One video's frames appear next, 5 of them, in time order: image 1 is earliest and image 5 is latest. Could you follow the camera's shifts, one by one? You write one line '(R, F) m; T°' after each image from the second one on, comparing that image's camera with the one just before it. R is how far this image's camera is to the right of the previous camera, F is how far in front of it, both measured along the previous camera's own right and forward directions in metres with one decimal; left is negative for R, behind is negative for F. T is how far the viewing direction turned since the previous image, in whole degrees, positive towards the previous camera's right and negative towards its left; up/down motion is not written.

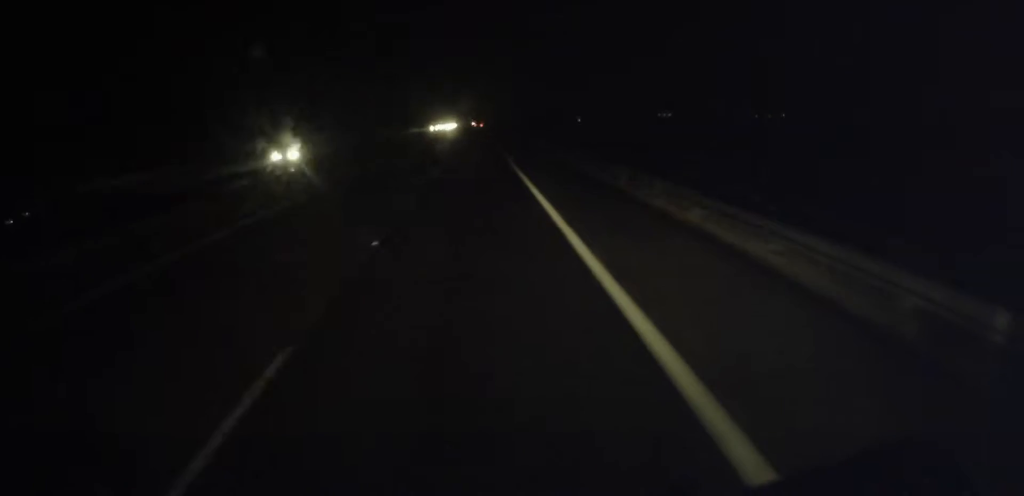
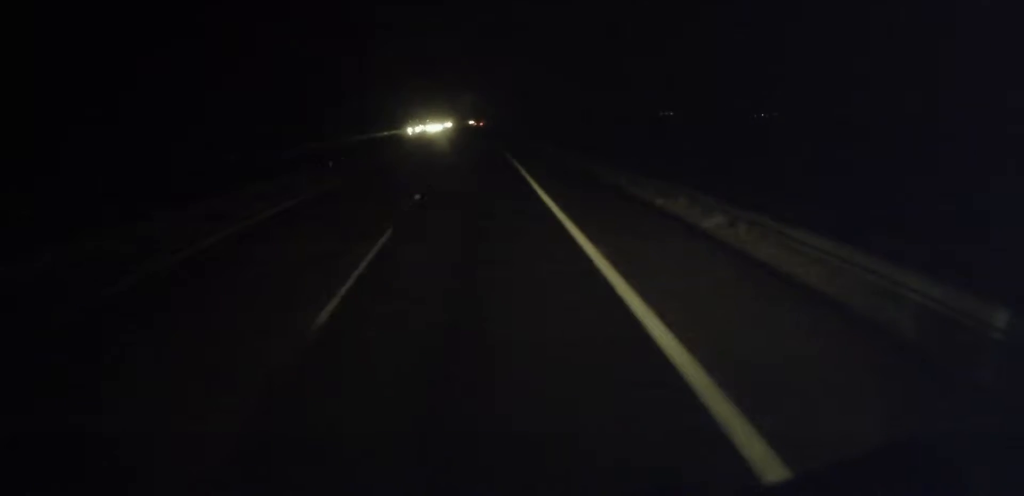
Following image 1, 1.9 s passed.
(-0.5, +47.3) m; 0°
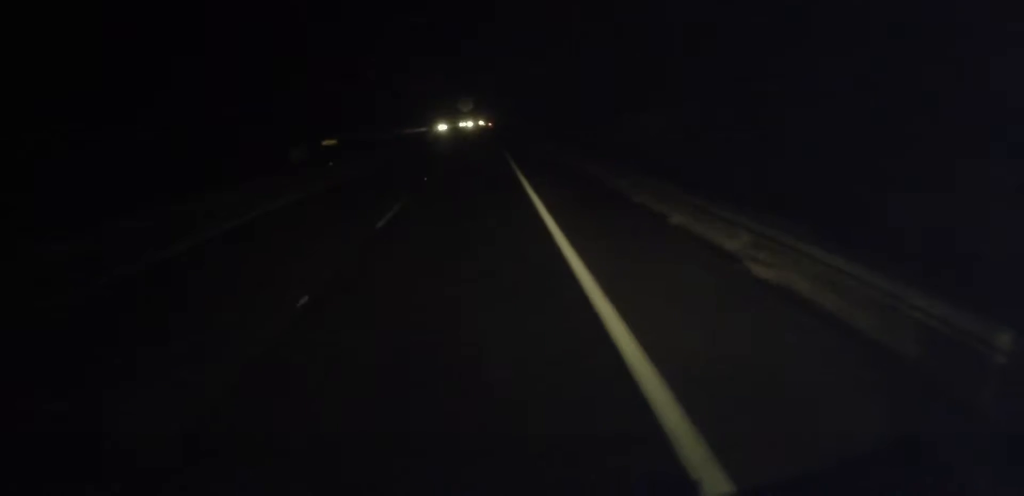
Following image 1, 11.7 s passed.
(-0.8, +253.6) m; 0°
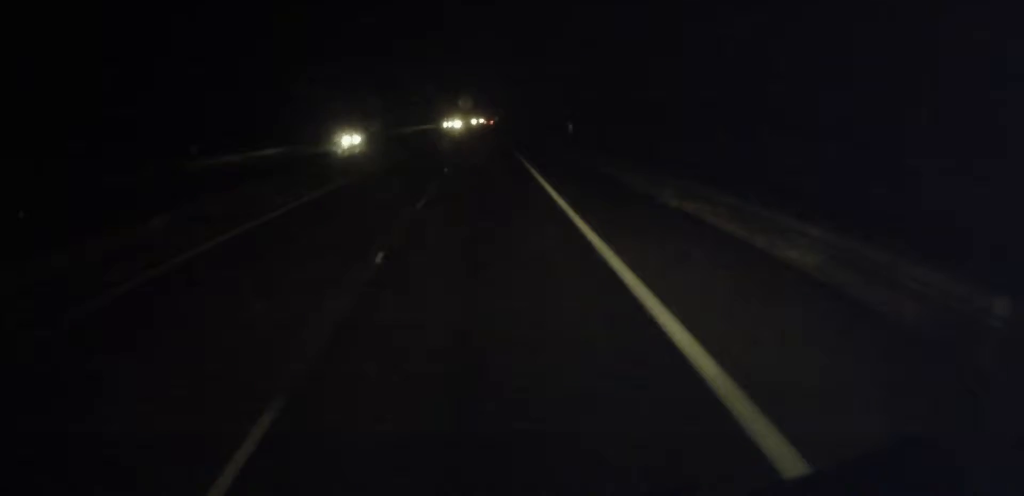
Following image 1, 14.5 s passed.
(0.0, +71.8) m; 0°
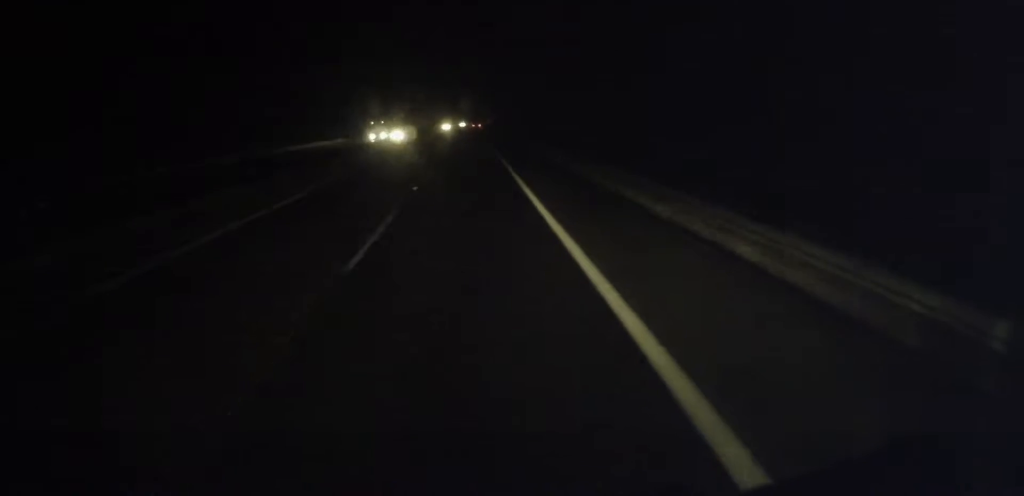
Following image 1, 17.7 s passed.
(+0.4, +79.7) m; +1°
